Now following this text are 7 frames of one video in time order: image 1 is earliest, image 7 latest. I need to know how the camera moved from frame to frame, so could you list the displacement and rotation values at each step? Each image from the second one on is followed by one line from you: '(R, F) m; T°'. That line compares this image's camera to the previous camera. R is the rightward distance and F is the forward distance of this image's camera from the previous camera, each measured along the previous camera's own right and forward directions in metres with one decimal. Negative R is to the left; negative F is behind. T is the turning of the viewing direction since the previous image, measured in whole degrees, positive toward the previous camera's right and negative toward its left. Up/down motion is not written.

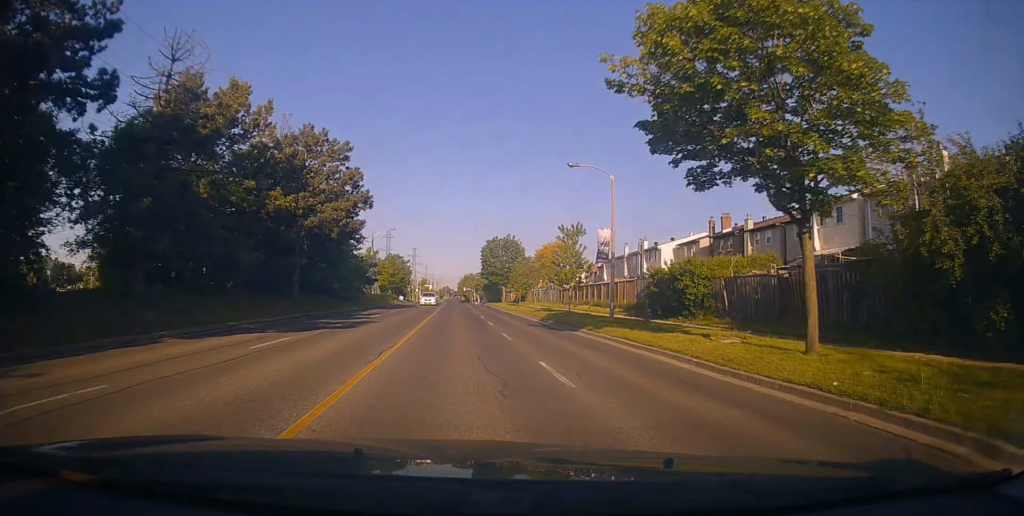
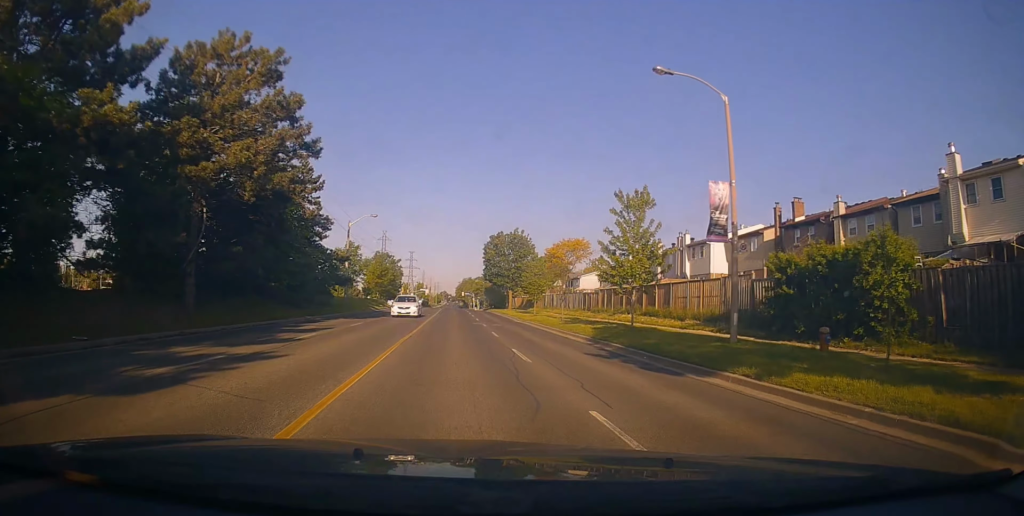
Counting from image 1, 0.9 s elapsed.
(-0.2, +13.5) m; -1°
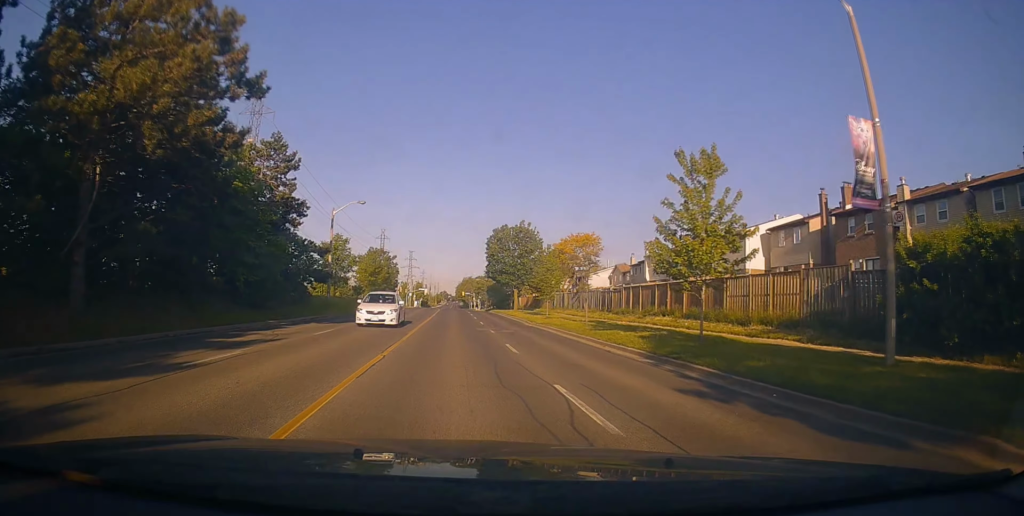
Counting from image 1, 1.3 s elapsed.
(-0.2, +6.4) m; 0°
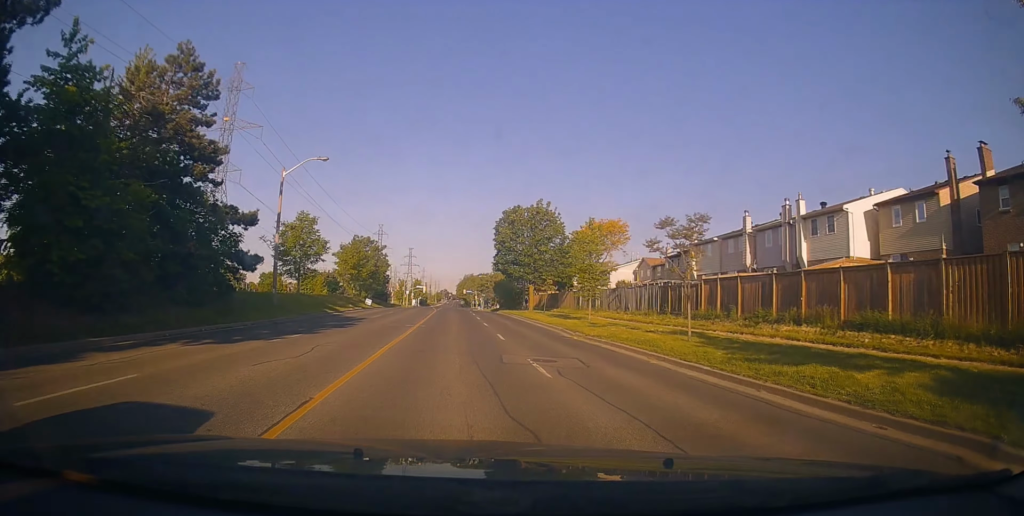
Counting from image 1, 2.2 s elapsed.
(+0.2, +13.3) m; +2°
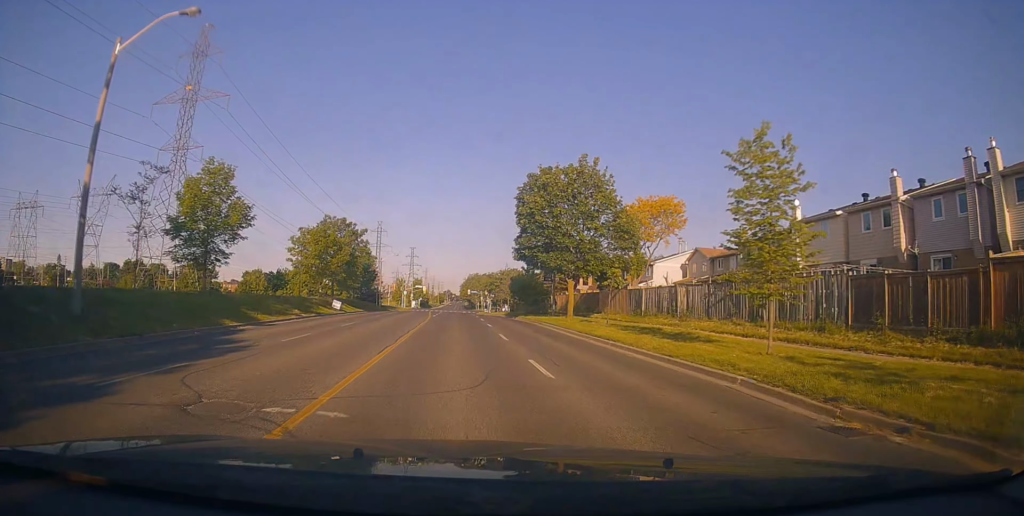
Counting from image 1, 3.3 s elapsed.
(+0.3, +17.4) m; 0°
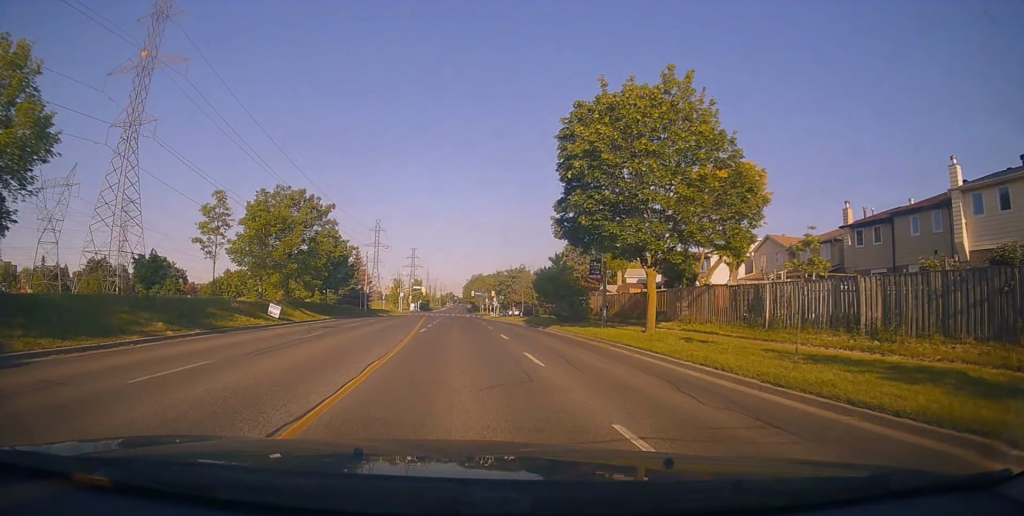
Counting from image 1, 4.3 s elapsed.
(-0.2, +15.2) m; 0°
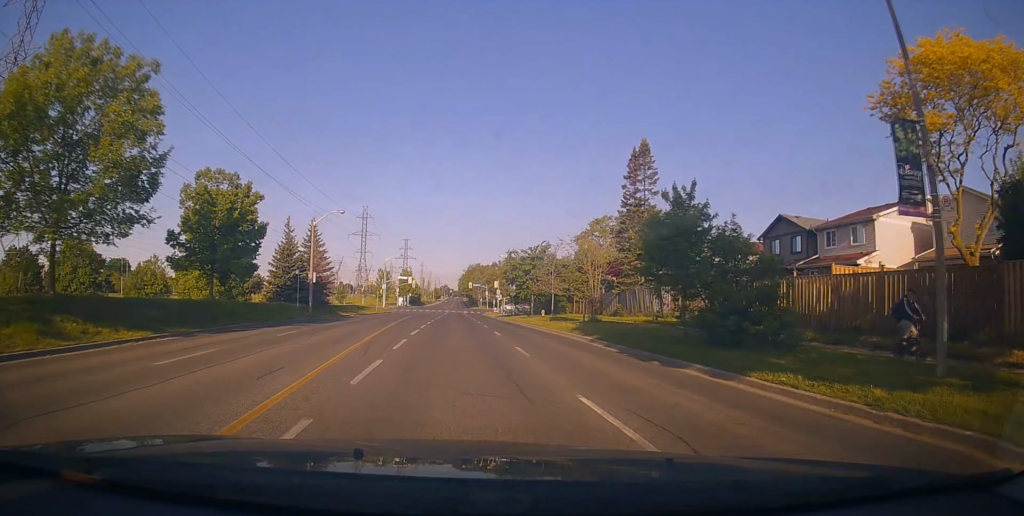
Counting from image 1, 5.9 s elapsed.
(+0.1, +24.3) m; 0°
